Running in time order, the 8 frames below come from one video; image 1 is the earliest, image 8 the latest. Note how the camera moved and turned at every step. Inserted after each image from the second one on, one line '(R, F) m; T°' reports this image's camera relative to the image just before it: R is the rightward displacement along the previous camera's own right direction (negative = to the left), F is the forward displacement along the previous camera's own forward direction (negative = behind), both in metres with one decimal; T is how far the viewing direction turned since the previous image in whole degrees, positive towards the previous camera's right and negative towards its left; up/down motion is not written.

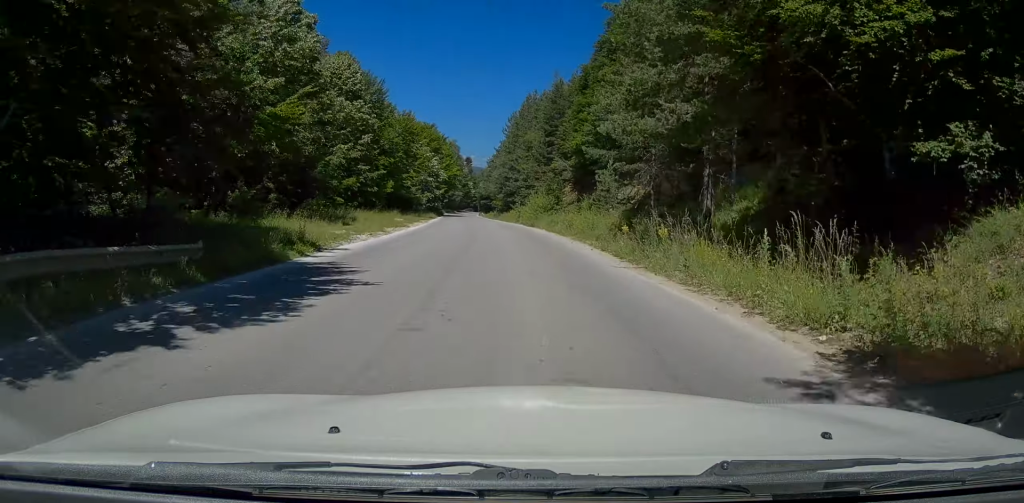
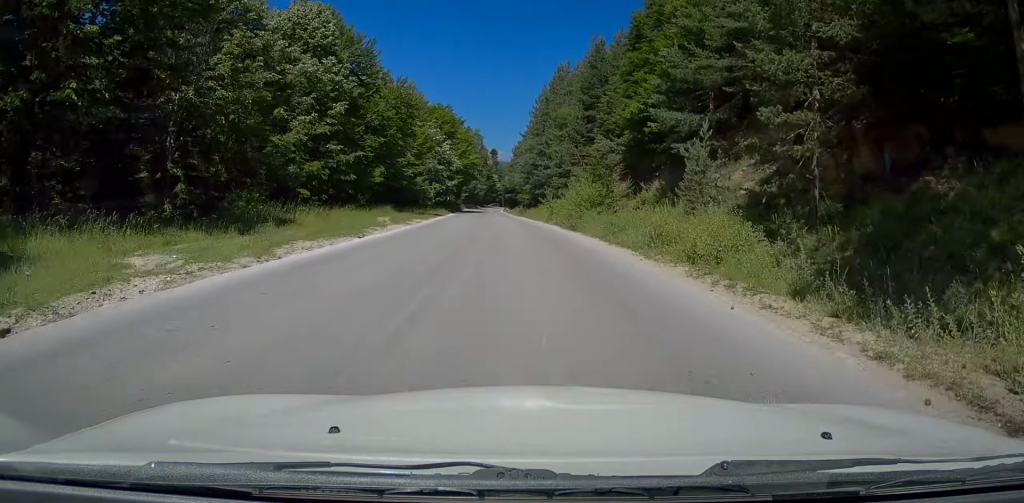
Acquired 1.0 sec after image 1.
(-0.3, +15.2) m; -1°
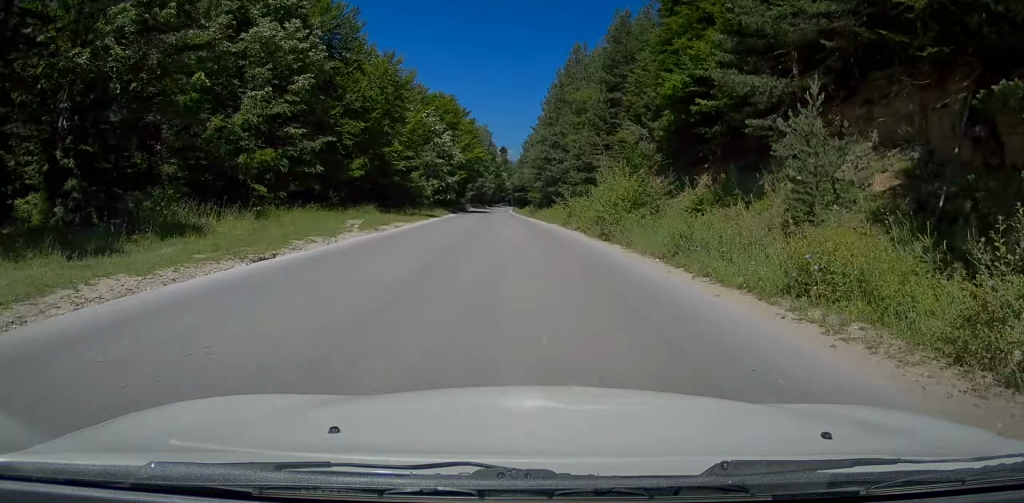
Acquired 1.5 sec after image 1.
(-0.1, +8.4) m; 0°
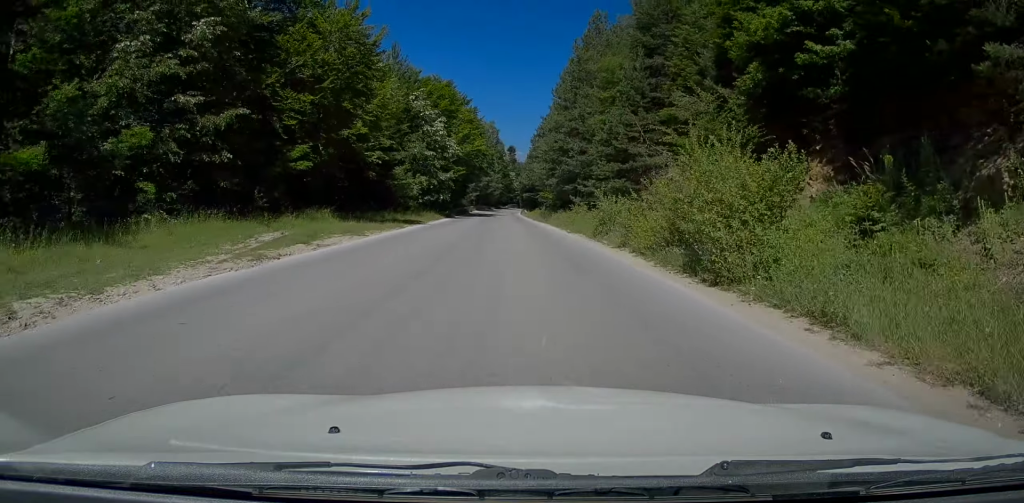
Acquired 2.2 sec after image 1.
(0.0, +11.0) m; -1°
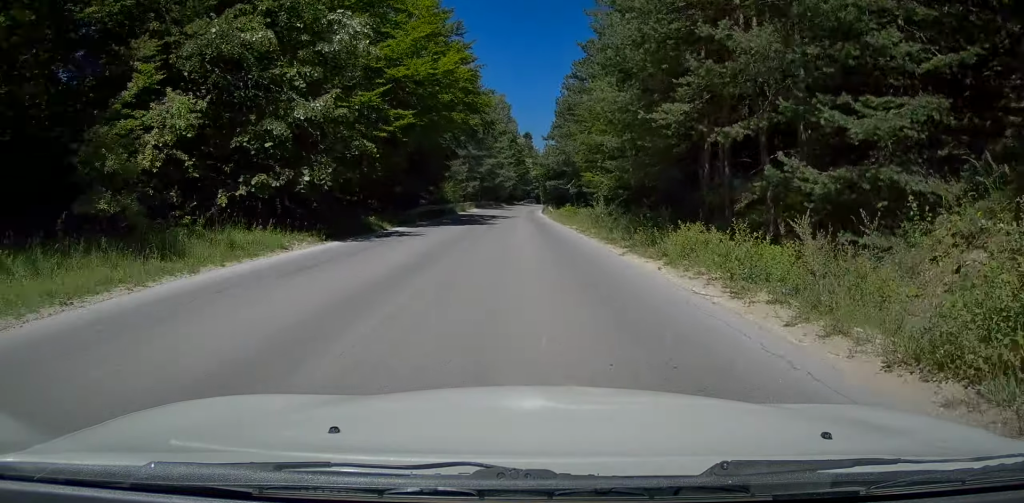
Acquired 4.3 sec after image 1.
(-1.0, +33.4) m; -2°
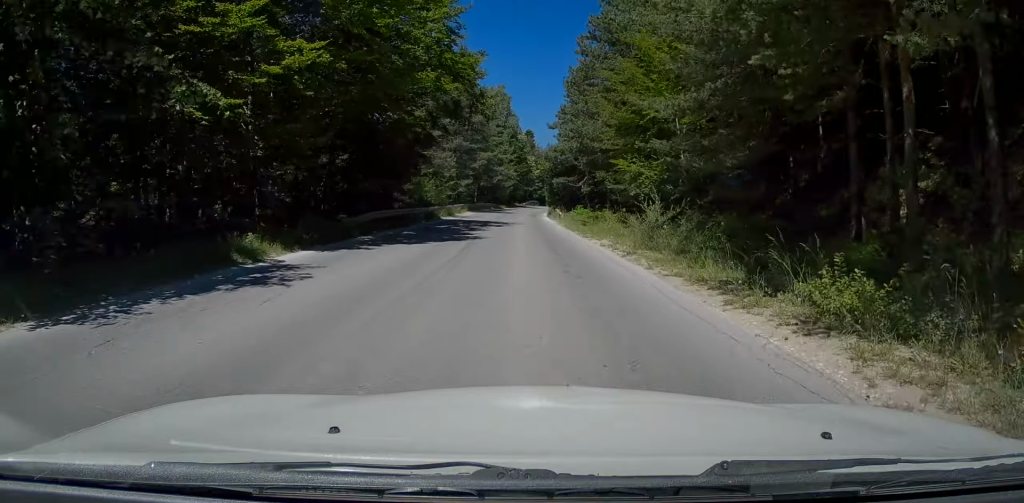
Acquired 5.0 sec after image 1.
(0.0, +11.1) m; -1°
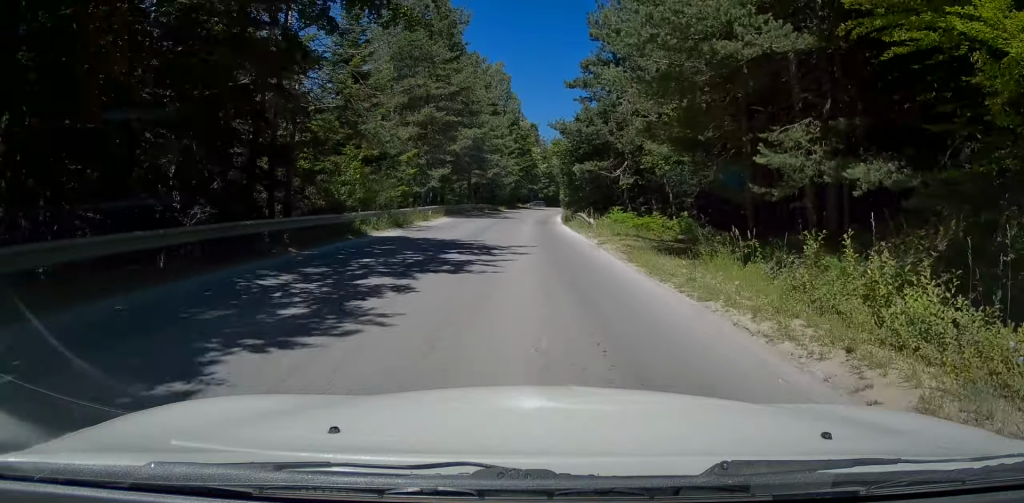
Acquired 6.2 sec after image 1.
(-0.5, +19.4) m; 0°
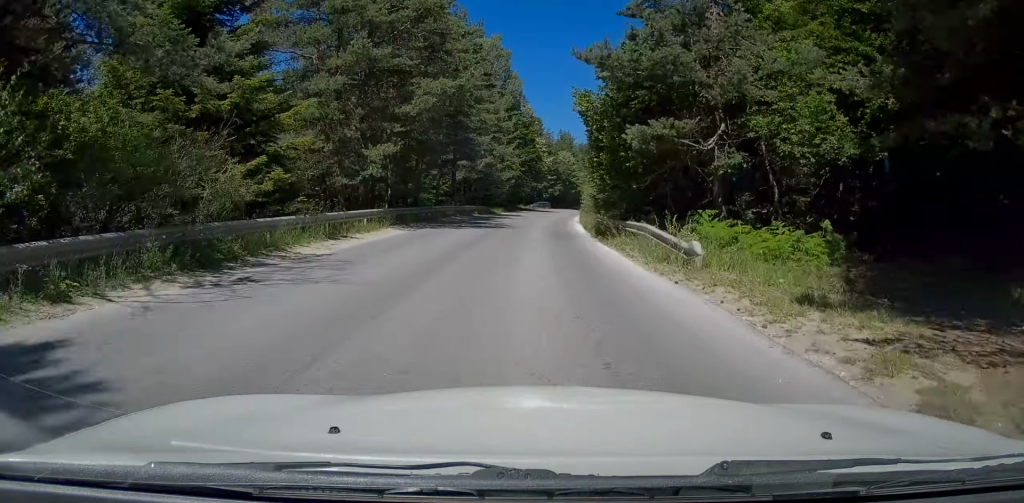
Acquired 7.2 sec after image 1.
(+0.5, +16.2) m; +2°
